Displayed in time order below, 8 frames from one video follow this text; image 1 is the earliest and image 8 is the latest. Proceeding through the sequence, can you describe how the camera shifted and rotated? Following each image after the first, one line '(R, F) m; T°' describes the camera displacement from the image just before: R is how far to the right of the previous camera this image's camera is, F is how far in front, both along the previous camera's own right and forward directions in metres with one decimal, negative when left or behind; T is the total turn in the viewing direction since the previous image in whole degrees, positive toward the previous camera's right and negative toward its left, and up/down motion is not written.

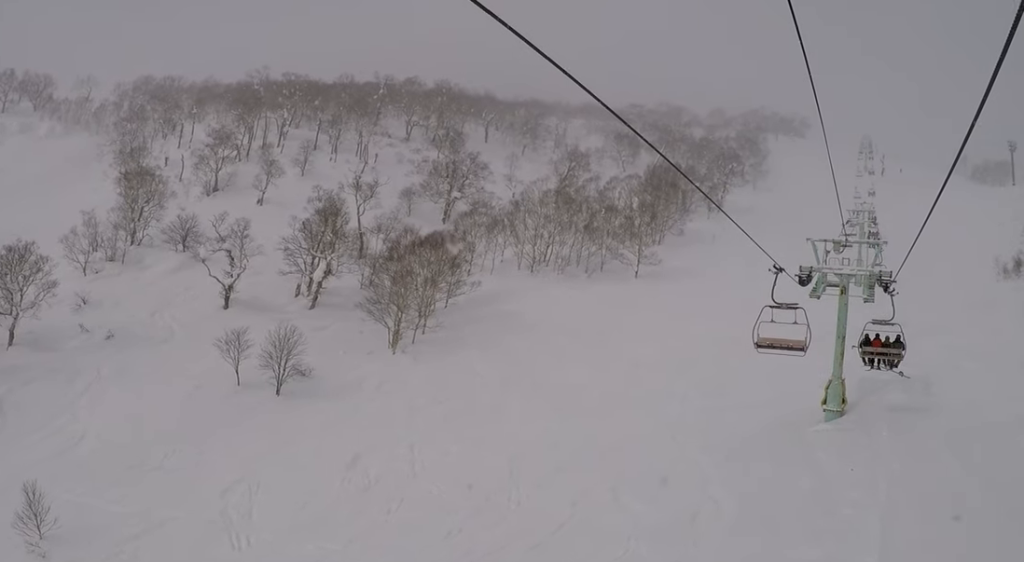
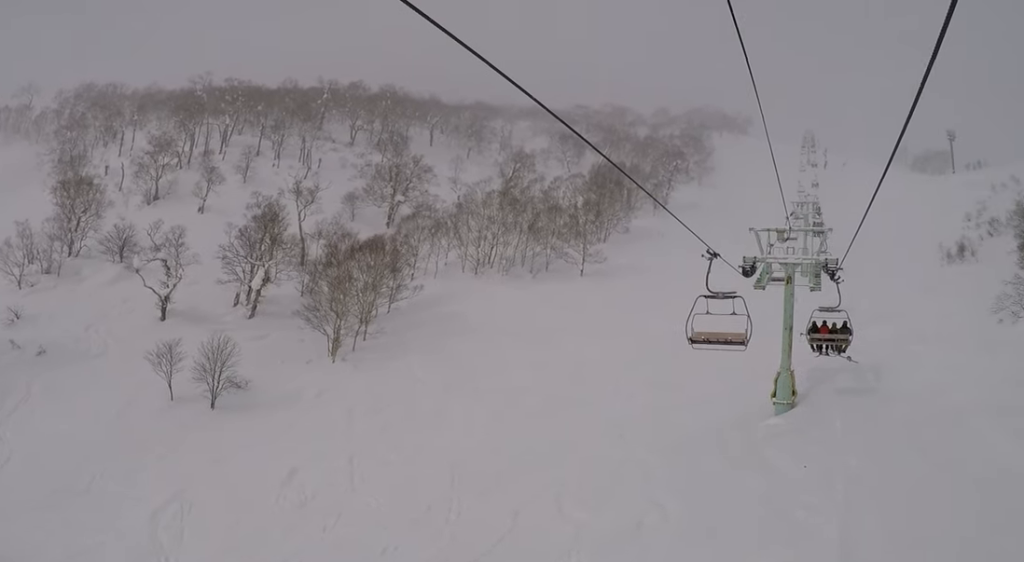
(-0.7, +1.8) m; -3°
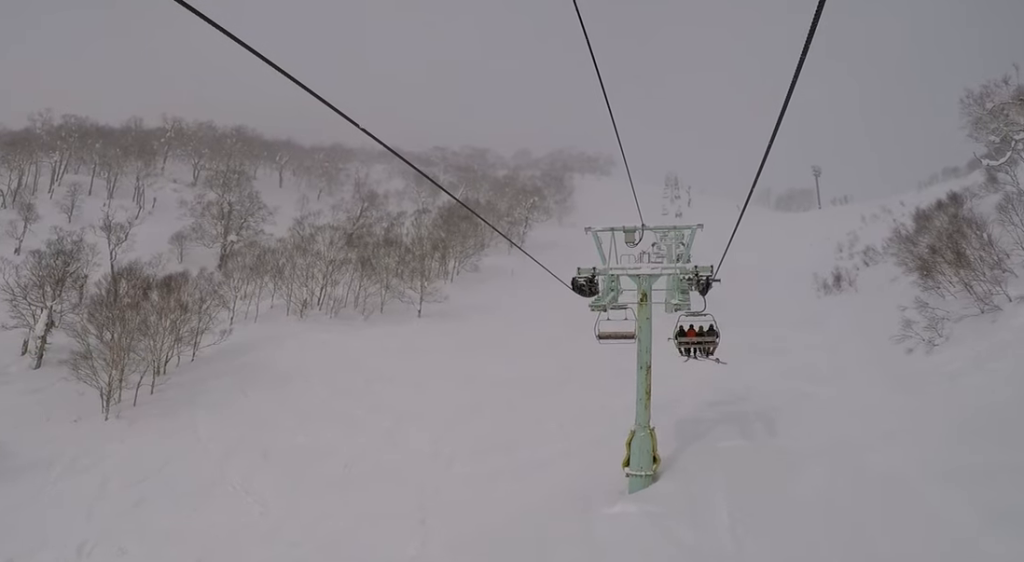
(+2.3, +10.9) m; +5°
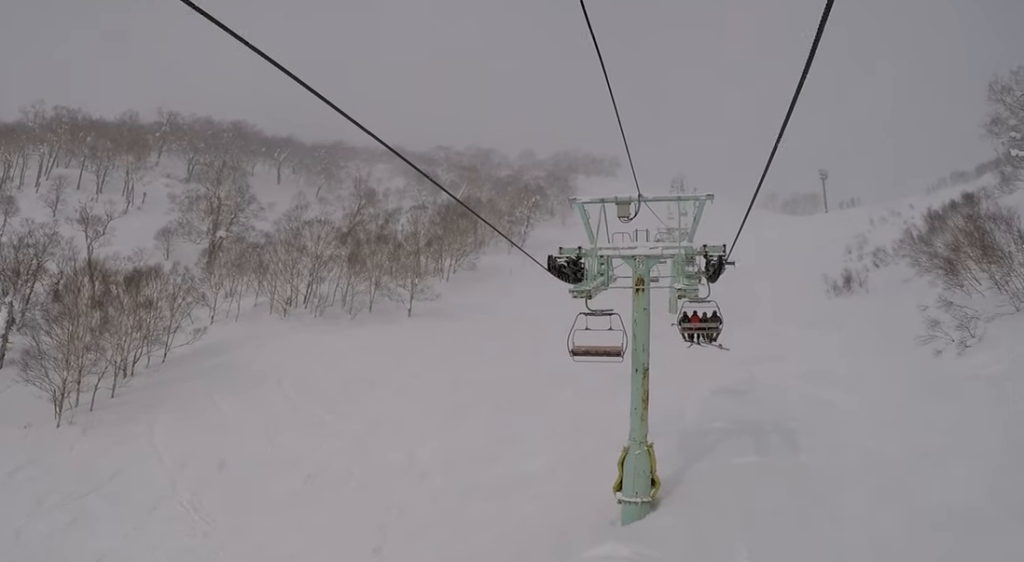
(-0.1, +4.3) m; -1°
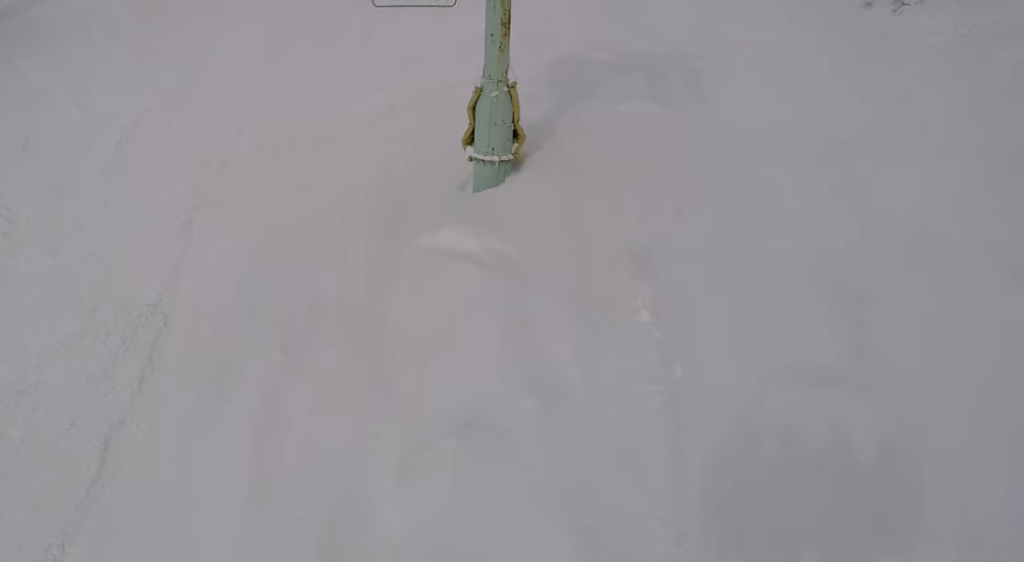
(-0.5, +4.4) m; 0°
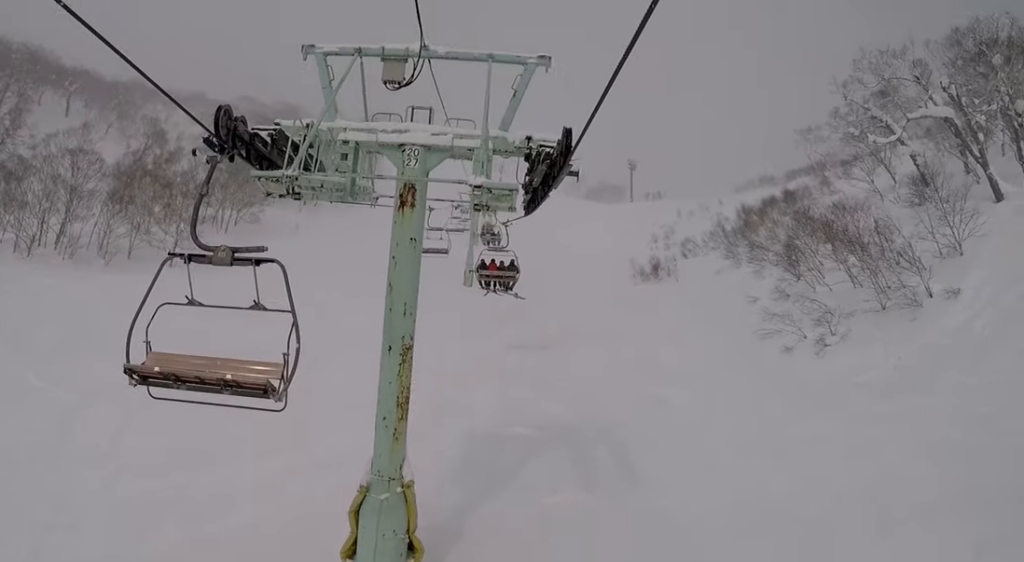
(+0.6, +3.4) m; 0°
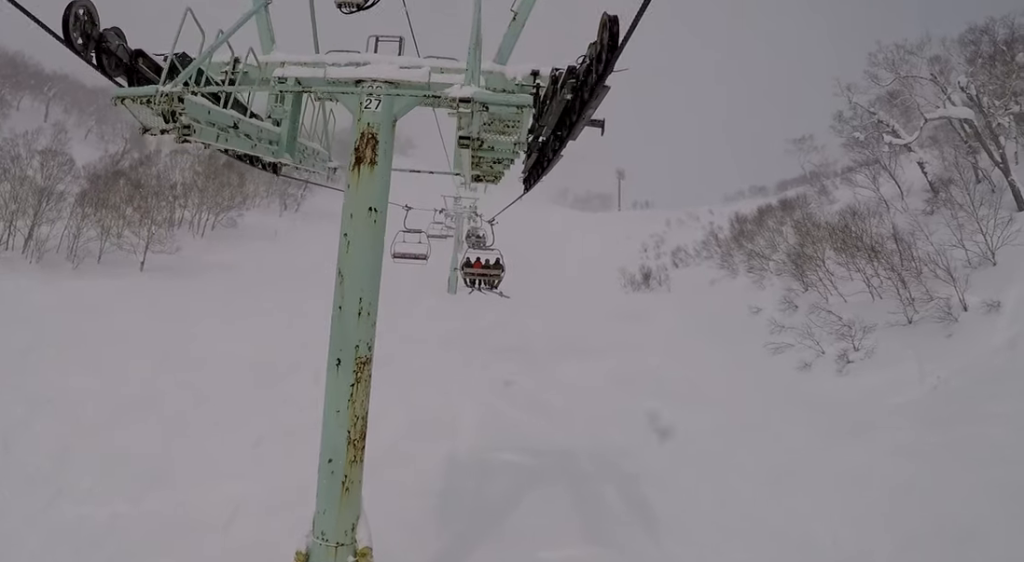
(0.0, +2.8) m; 0°
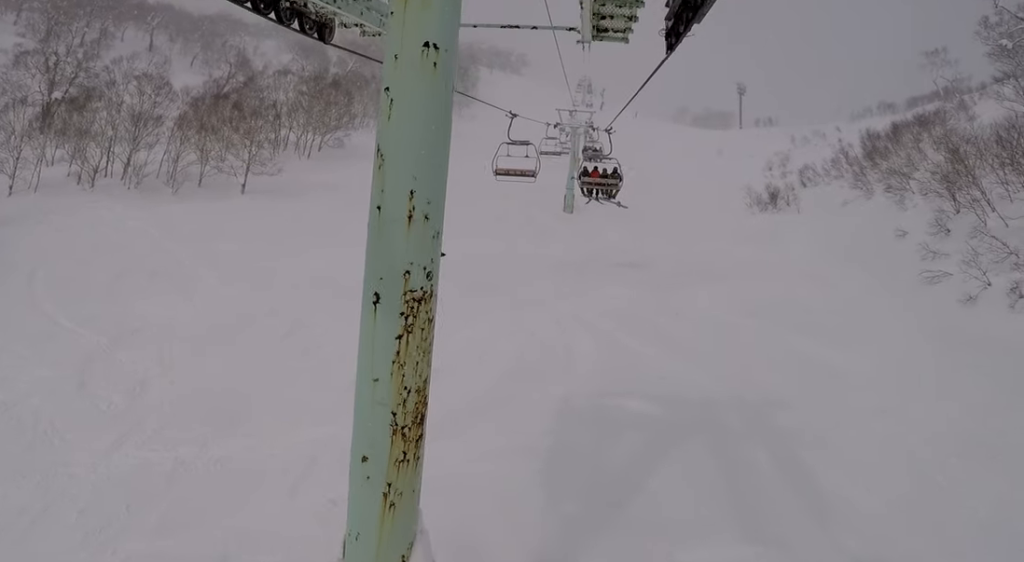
(-0.9, +2.7) m; 0°
